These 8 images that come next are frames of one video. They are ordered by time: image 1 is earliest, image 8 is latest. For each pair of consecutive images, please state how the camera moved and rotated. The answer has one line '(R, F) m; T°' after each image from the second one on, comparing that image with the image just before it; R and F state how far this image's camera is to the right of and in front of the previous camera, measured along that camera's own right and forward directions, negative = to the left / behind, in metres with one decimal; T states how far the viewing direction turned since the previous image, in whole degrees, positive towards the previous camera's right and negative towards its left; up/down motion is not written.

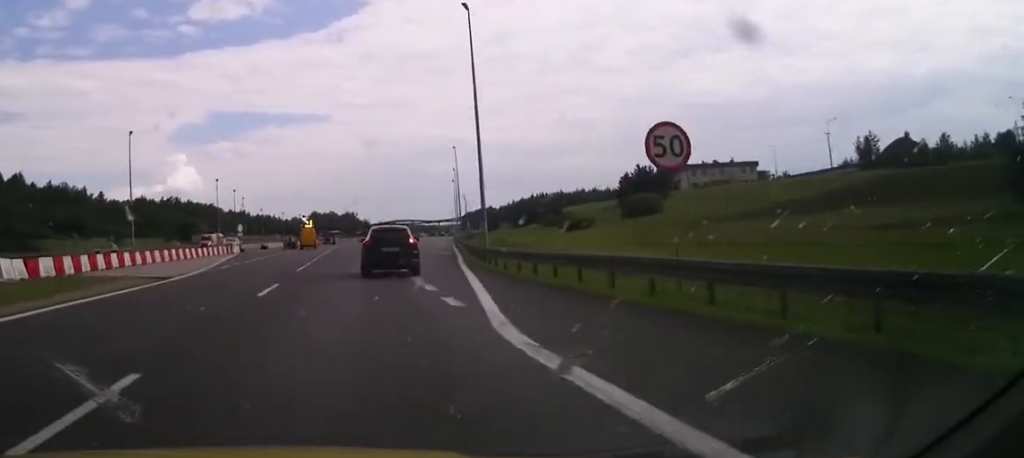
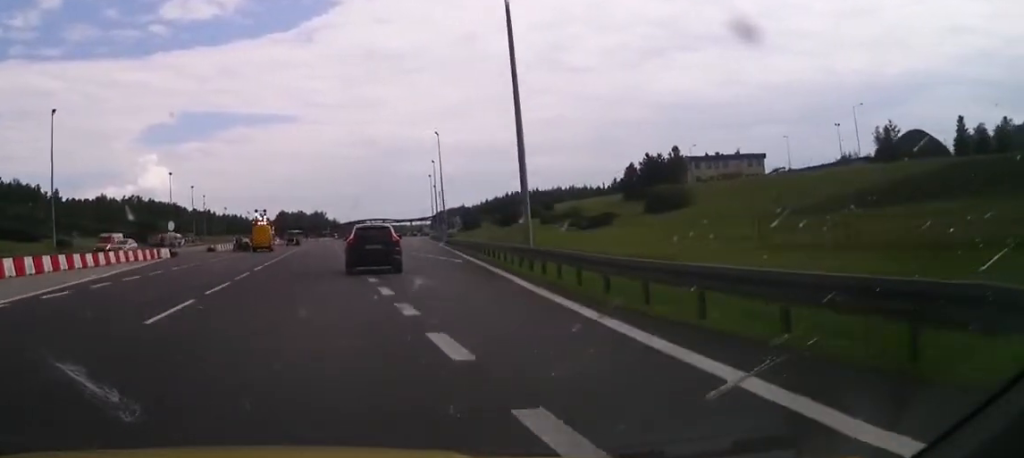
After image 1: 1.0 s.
(0.0, +19.0) m; 0°
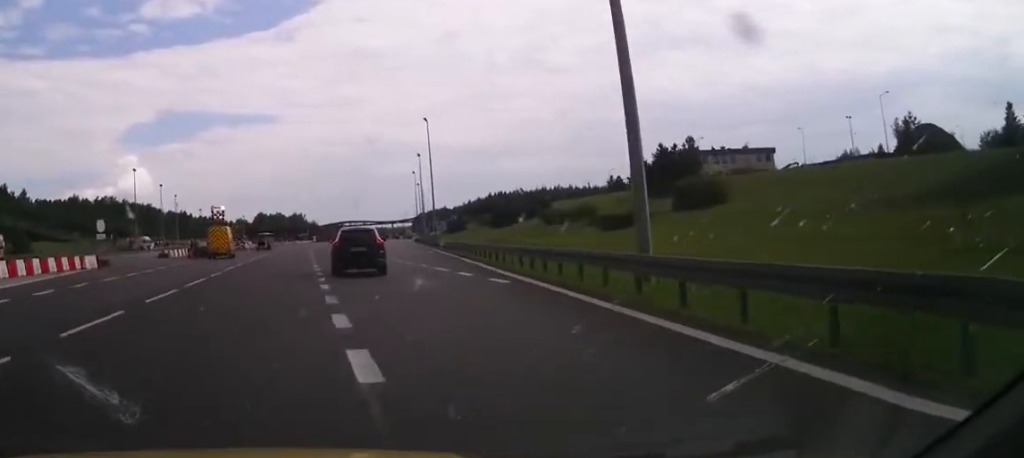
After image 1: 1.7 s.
(0.0, +13.3) m; +2°
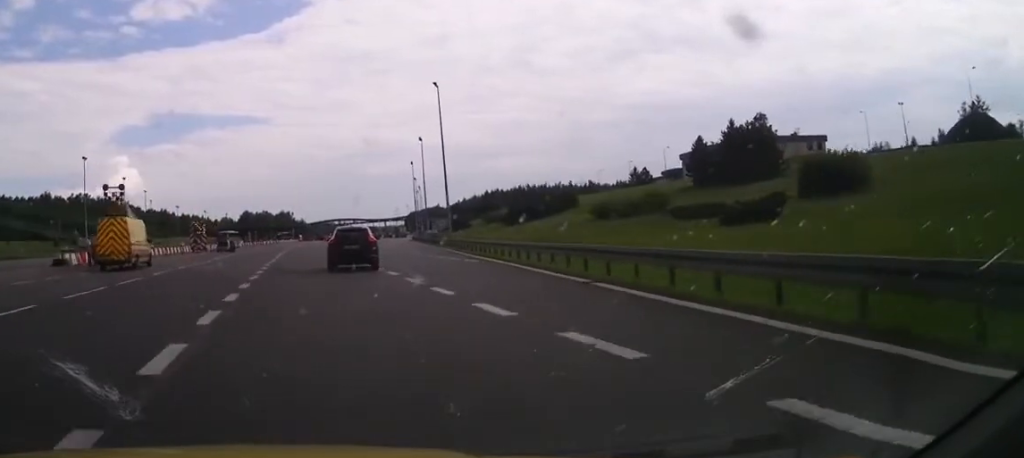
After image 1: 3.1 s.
(+1.1, +24.1) m; +4°
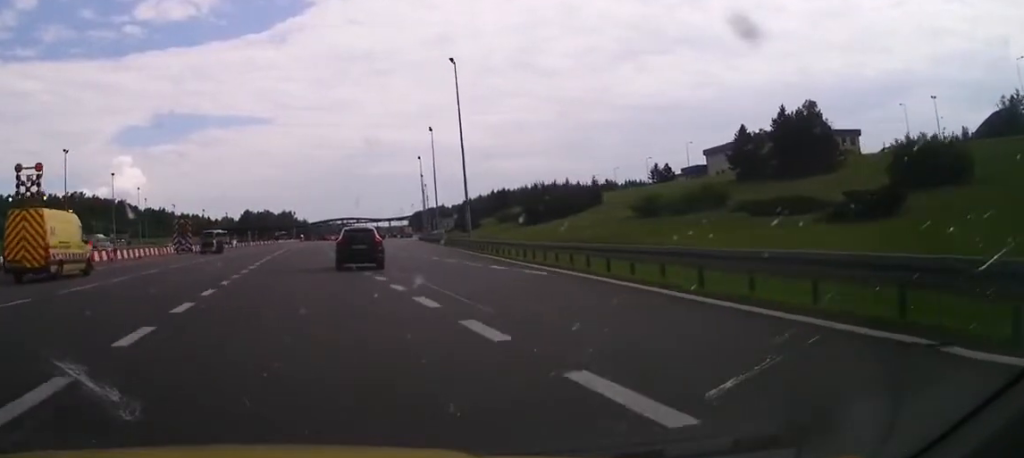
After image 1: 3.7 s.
(0.0, +10.4) m; +1°
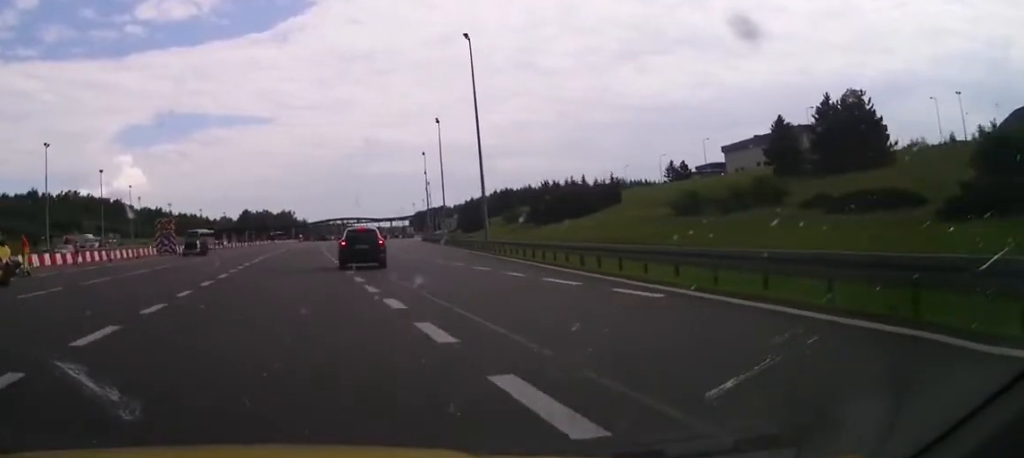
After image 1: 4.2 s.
(0.0, +8.0) m; +1°
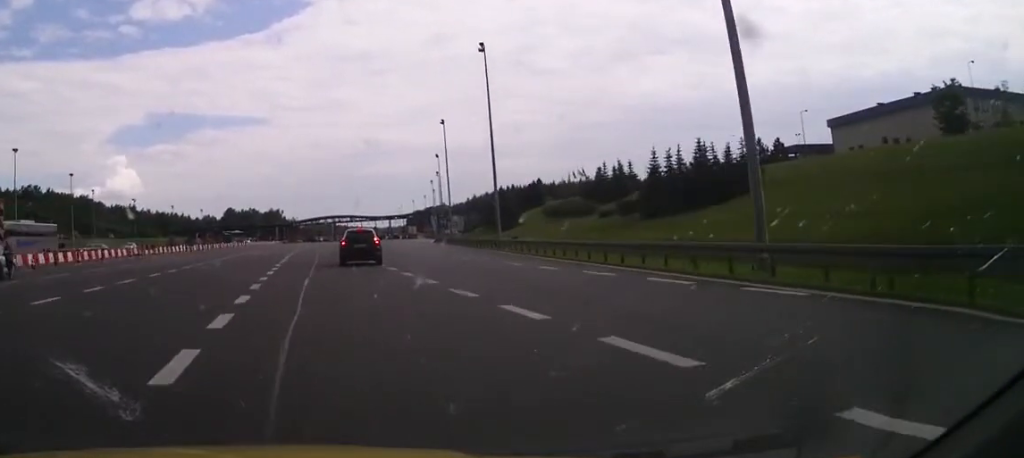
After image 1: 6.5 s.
(+0.5, +38.7) m; +1°
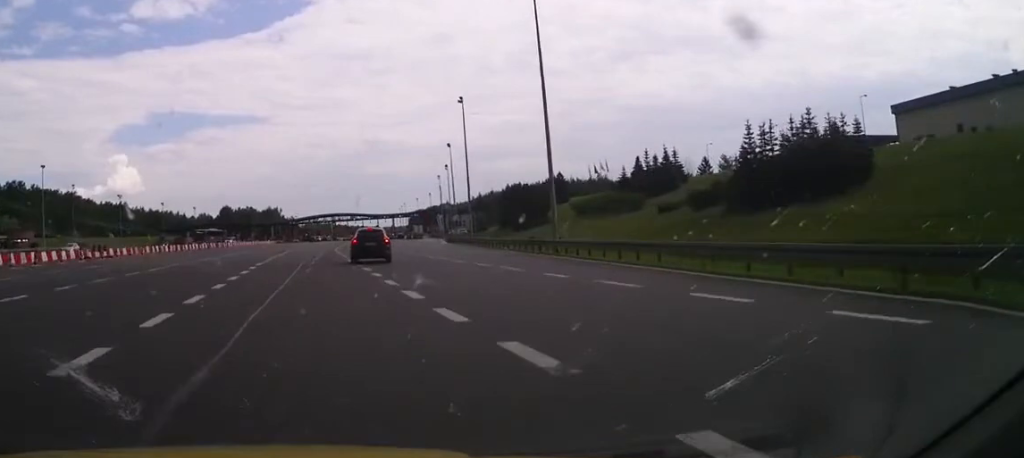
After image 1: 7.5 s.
(0.0, +16.5) m; 0°
